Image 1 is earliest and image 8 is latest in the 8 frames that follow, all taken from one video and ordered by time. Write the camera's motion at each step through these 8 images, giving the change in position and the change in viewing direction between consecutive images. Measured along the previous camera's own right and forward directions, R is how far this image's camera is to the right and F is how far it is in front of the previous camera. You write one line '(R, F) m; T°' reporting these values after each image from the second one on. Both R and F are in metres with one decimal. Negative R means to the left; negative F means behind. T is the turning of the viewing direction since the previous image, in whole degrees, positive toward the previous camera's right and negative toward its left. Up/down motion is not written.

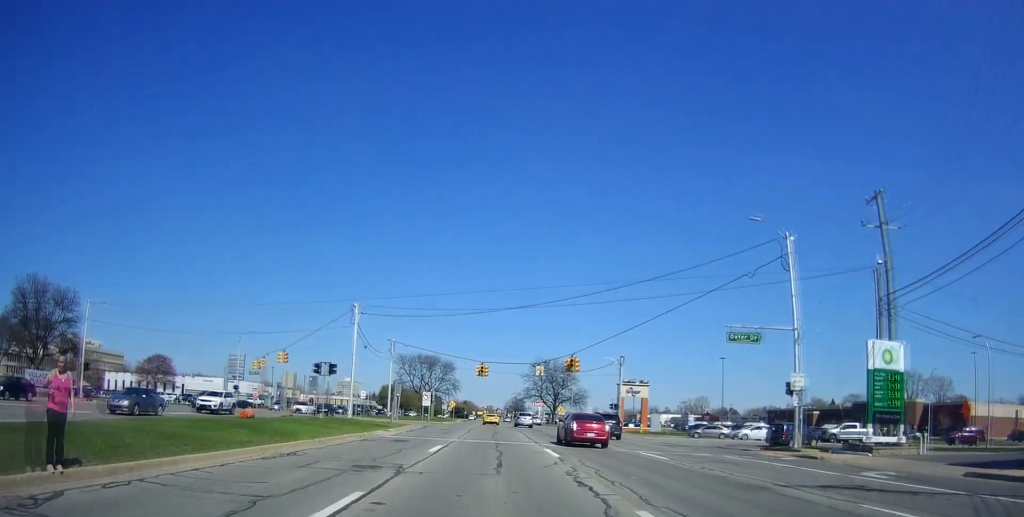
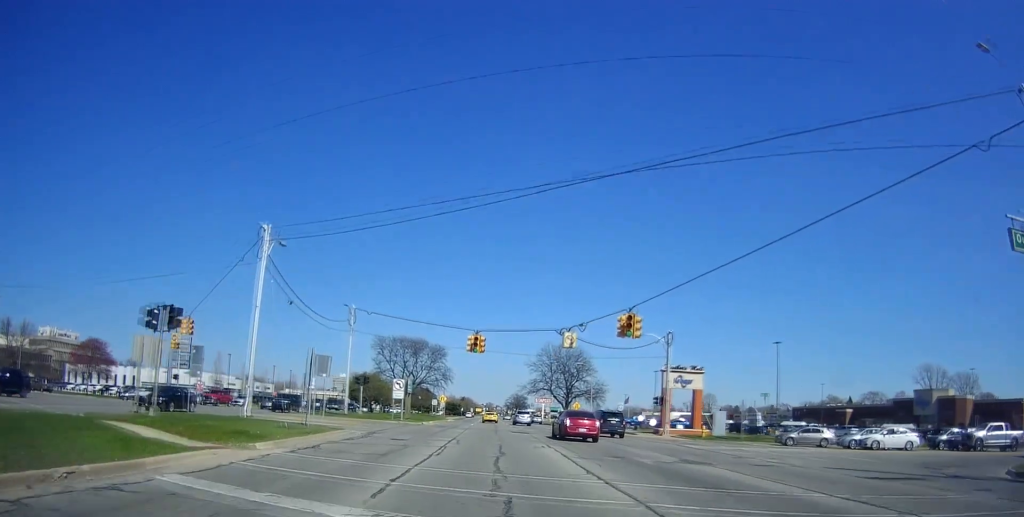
(-0.2, +21.0) m; 0°
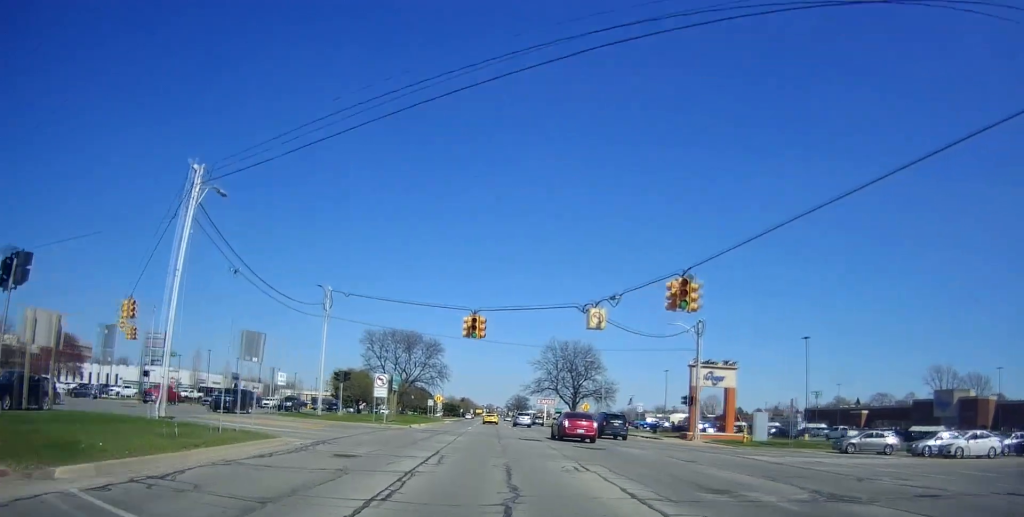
(+0.1, +8.4) m; 0°
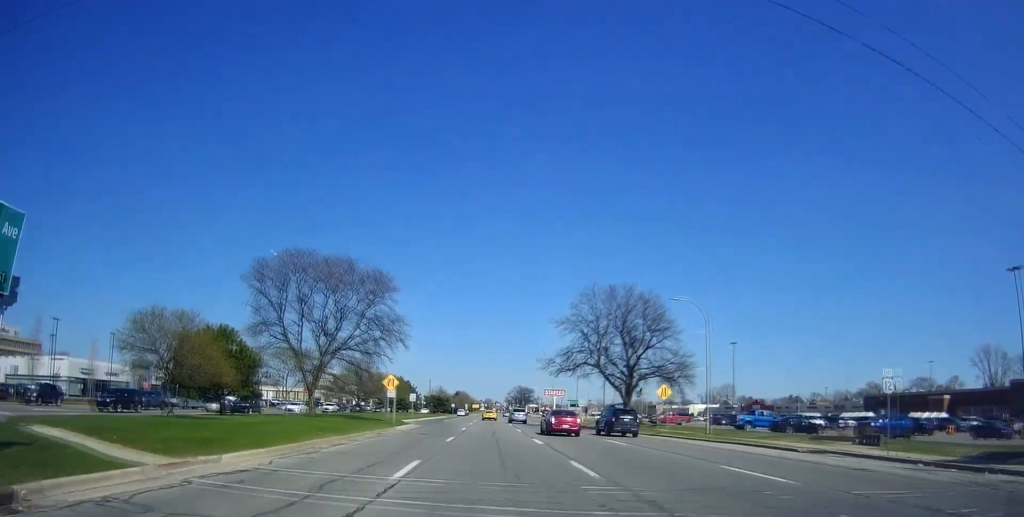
(-0.6, +38.8) m; -1°
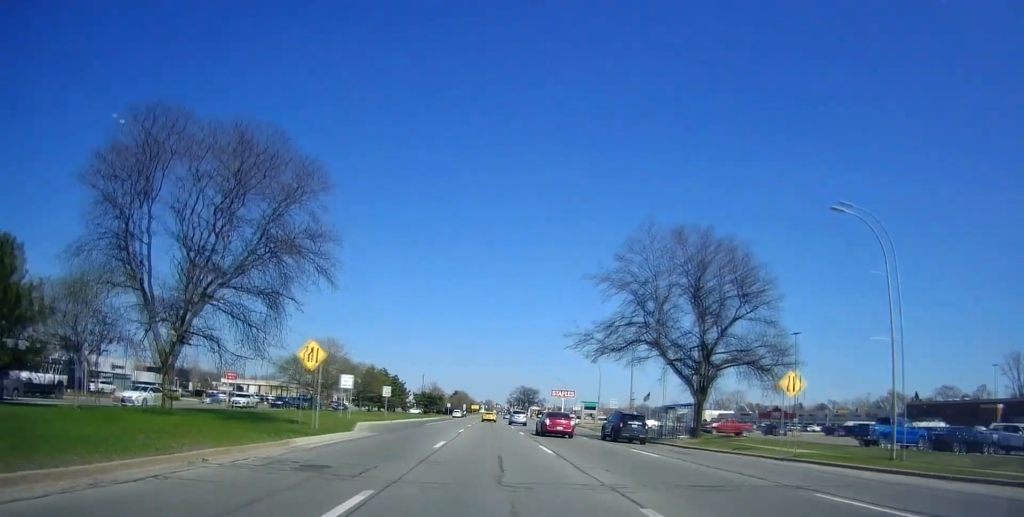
(+0.4, +20.3) m; +1°
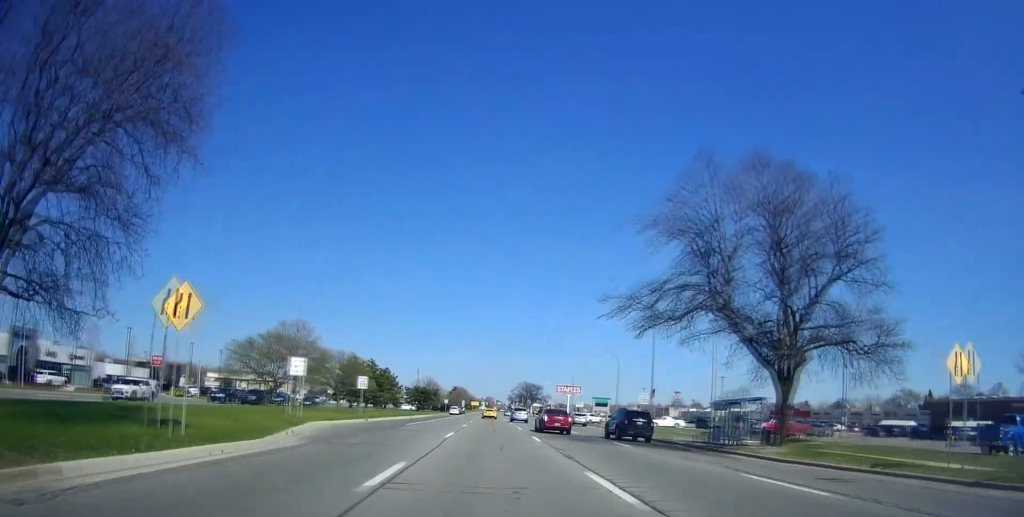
(+0.1, +11.4) m; 0°
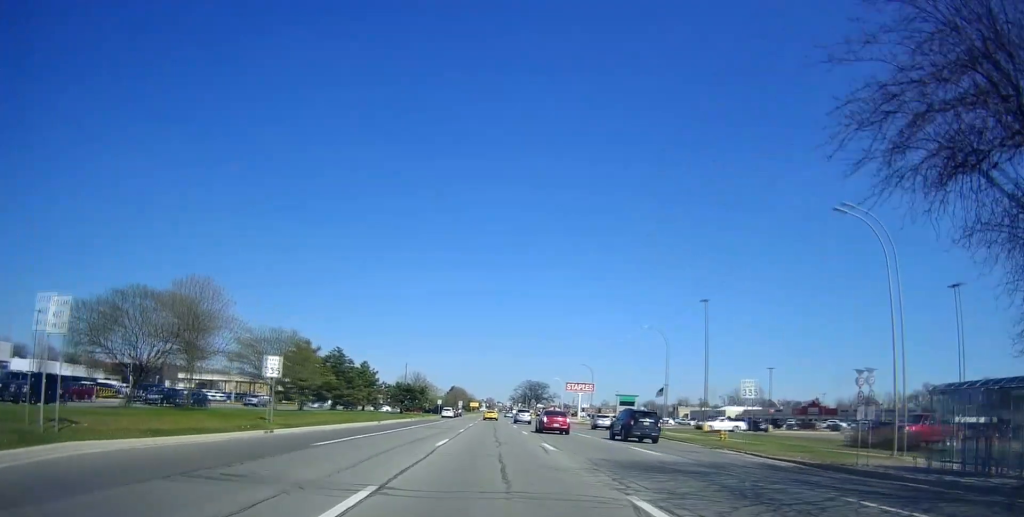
(-0.1, +19.9) m; 0°
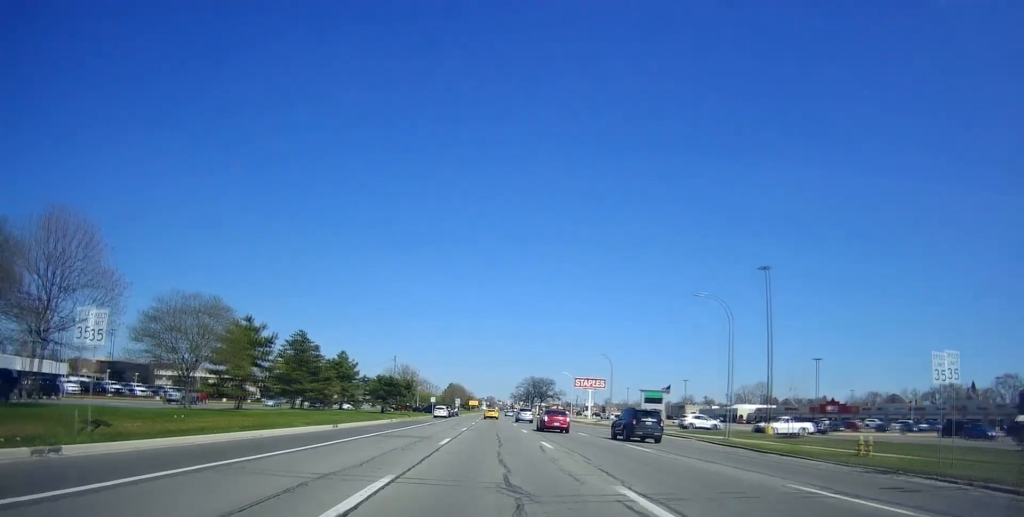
(0.0, +14.2) m; 0°
